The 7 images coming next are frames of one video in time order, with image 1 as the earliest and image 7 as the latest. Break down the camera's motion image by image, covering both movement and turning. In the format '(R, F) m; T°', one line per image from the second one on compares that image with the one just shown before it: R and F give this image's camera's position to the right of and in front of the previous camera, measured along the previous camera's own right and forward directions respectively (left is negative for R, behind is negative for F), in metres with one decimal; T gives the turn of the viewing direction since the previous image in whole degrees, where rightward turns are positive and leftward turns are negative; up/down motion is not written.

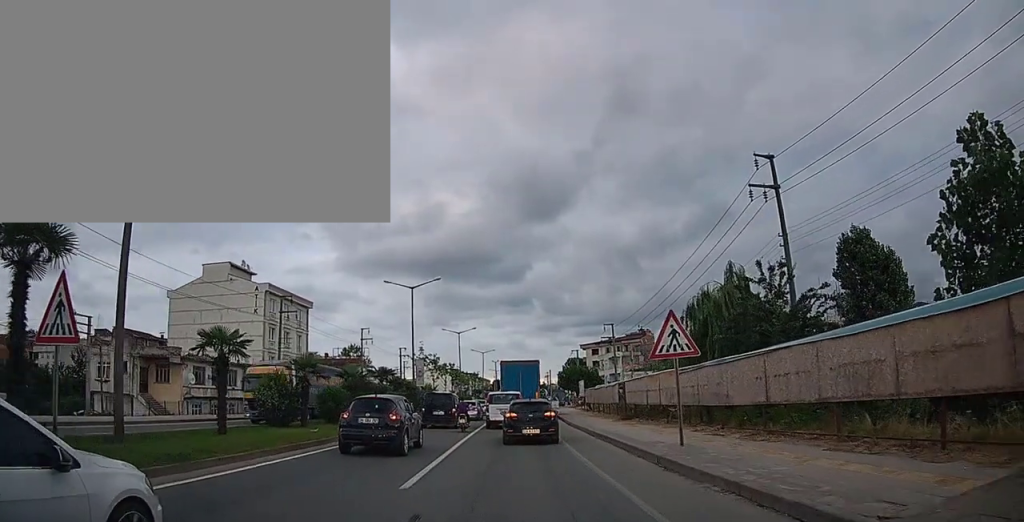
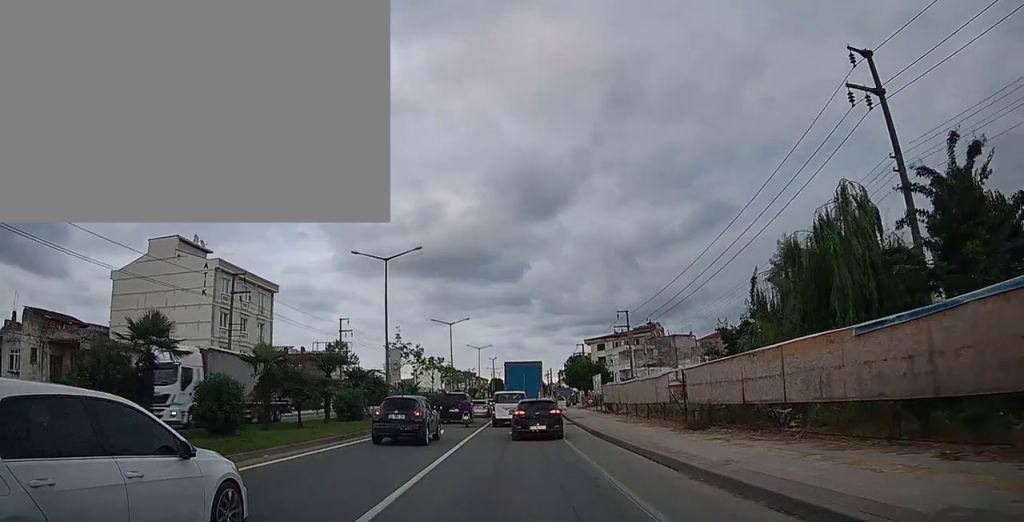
(+0.2, +10.3) m; +2°
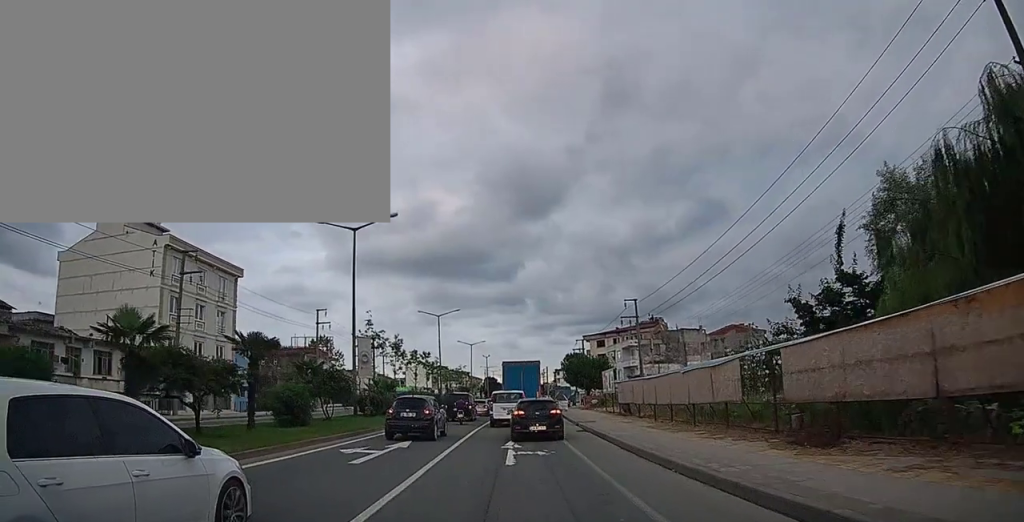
(0.0, +7.1) m; 0°
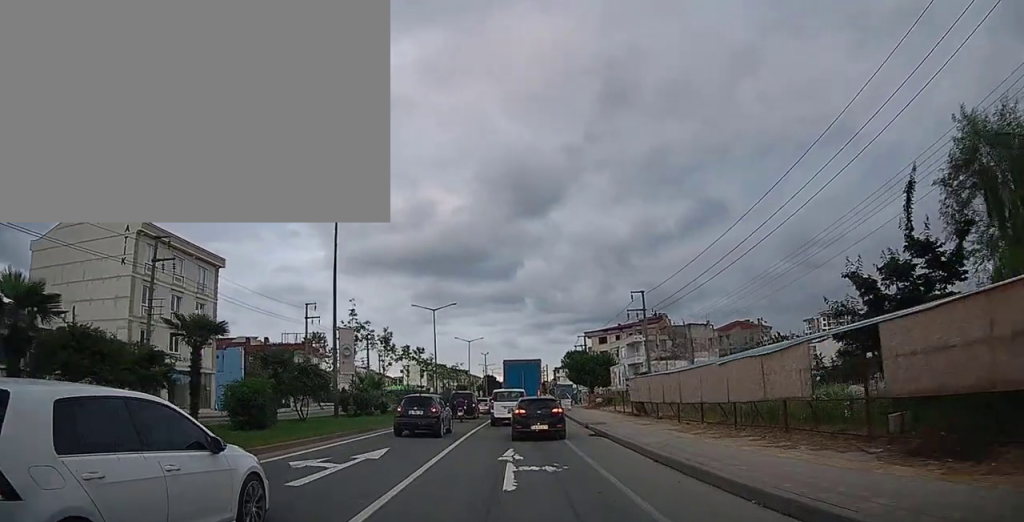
(0.0, +3.8) m; 0°
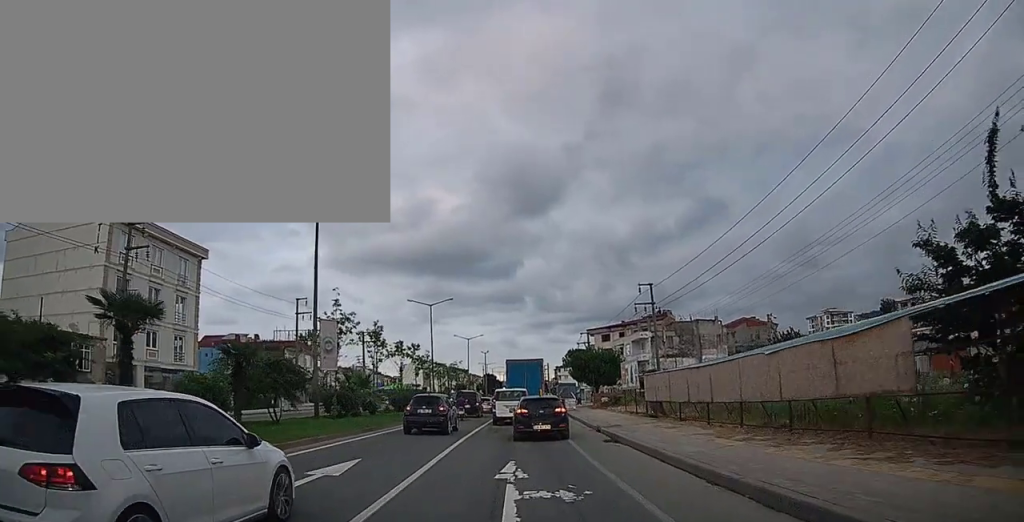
(0.0, +3.1) m; 0°
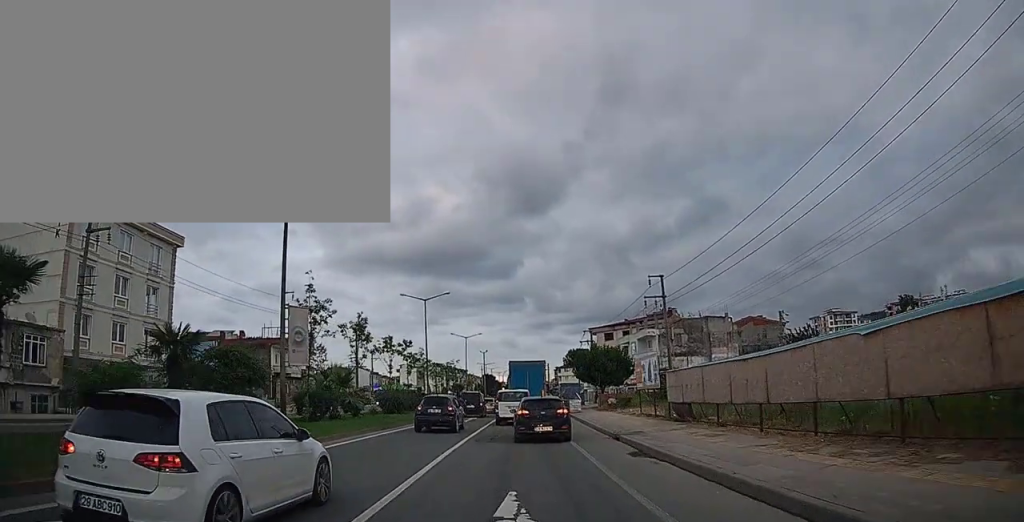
(0.0, +4.2) m; 0°
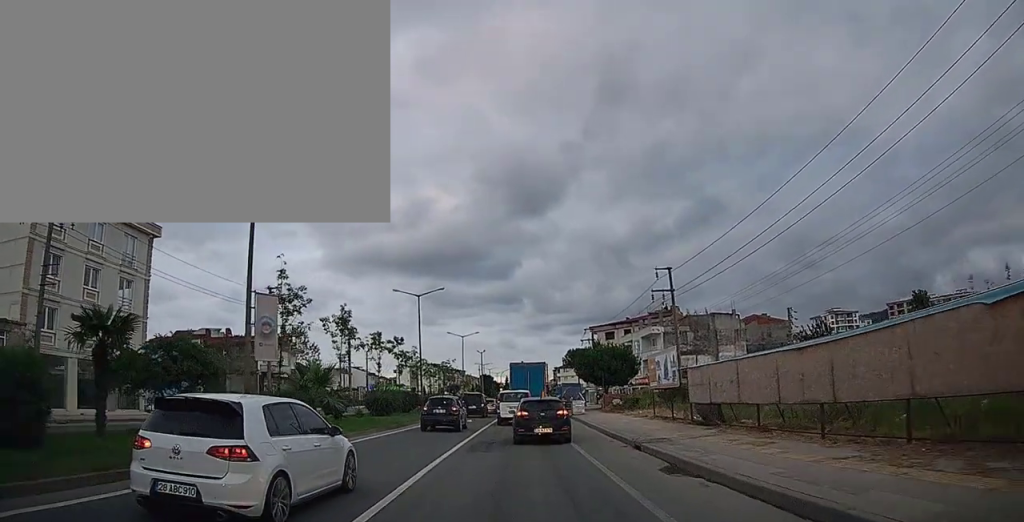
(0.0, +3.4) m; +1°
